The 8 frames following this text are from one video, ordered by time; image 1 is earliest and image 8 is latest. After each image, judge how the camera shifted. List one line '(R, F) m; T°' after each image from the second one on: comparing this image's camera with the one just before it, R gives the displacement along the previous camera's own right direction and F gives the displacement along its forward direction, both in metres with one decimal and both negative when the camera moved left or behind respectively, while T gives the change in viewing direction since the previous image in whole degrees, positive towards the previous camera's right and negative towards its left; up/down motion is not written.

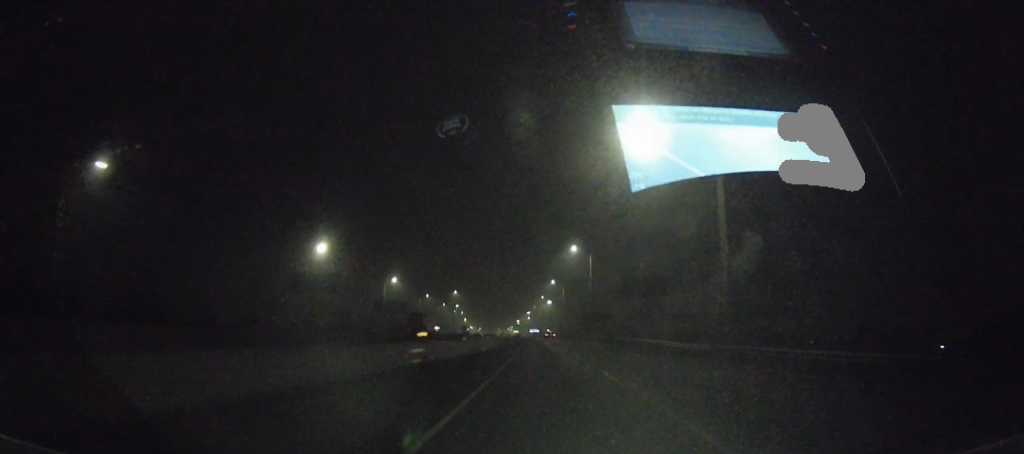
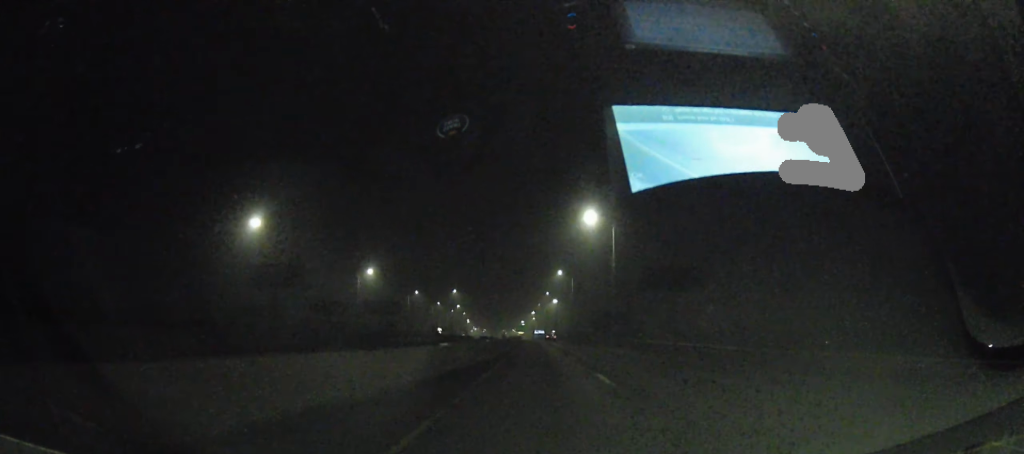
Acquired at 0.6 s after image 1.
(+0.1, +25.5) m; 0°
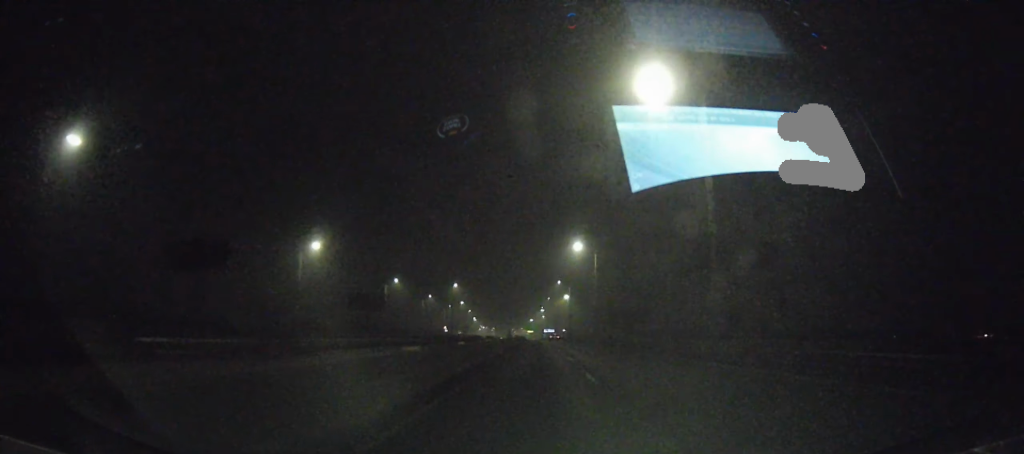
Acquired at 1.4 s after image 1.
(+0.1, +36.3) m; -1°
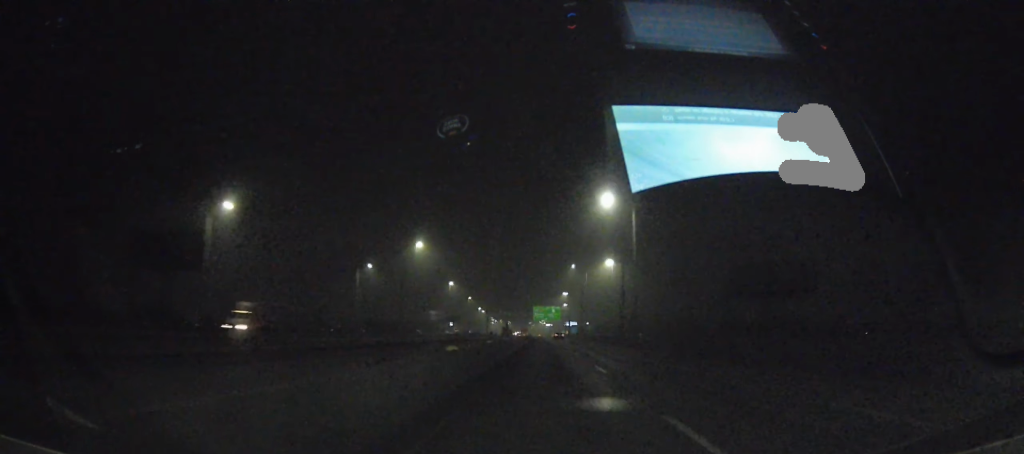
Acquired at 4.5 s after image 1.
(-4.8, +142.8) m; -3°
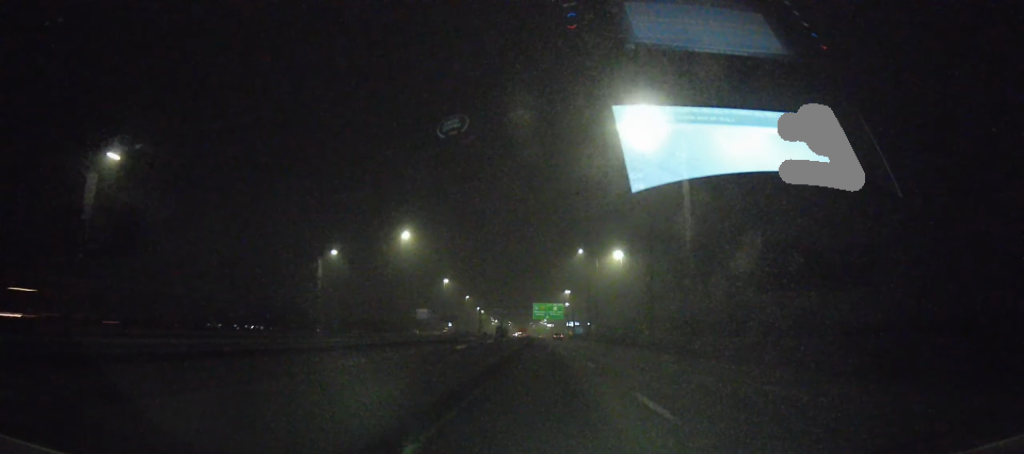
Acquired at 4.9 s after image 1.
(-0.1, +21.2) m; 0°
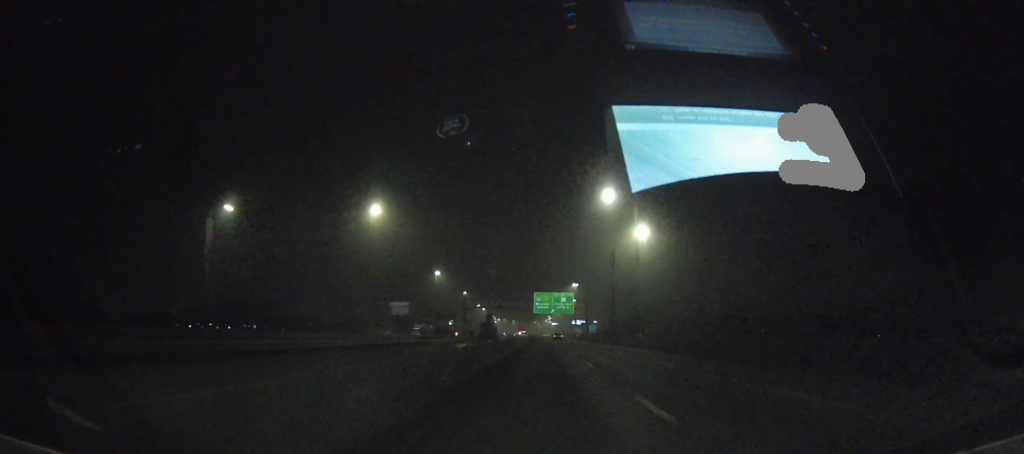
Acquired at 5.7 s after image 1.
(+0.1, +37.1) m; 0°
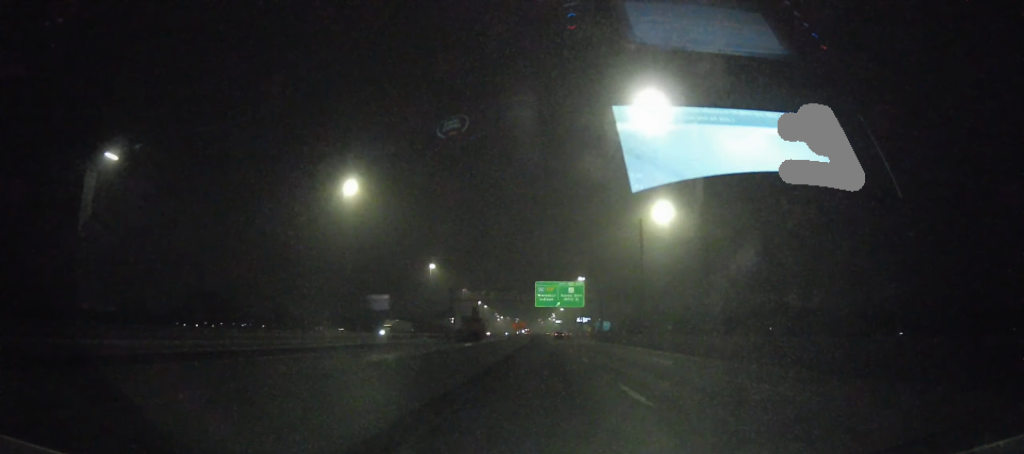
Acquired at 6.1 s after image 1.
(0.0, +22.2) m; 0°
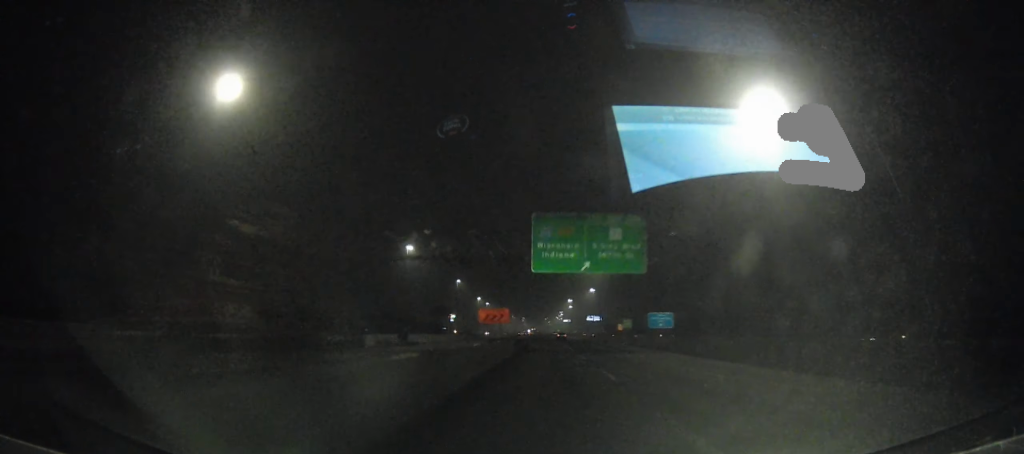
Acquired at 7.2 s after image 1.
(-0.5, +56.1) m; -1°
